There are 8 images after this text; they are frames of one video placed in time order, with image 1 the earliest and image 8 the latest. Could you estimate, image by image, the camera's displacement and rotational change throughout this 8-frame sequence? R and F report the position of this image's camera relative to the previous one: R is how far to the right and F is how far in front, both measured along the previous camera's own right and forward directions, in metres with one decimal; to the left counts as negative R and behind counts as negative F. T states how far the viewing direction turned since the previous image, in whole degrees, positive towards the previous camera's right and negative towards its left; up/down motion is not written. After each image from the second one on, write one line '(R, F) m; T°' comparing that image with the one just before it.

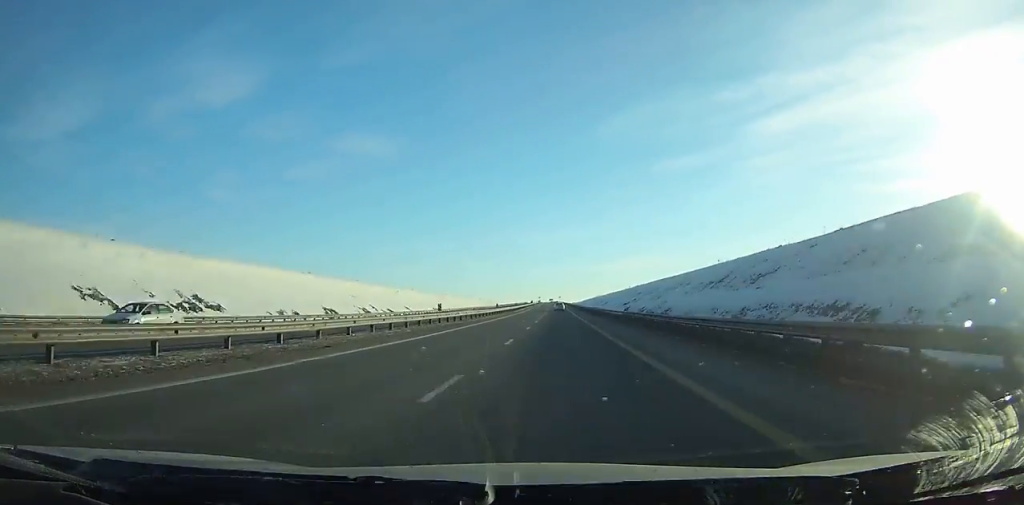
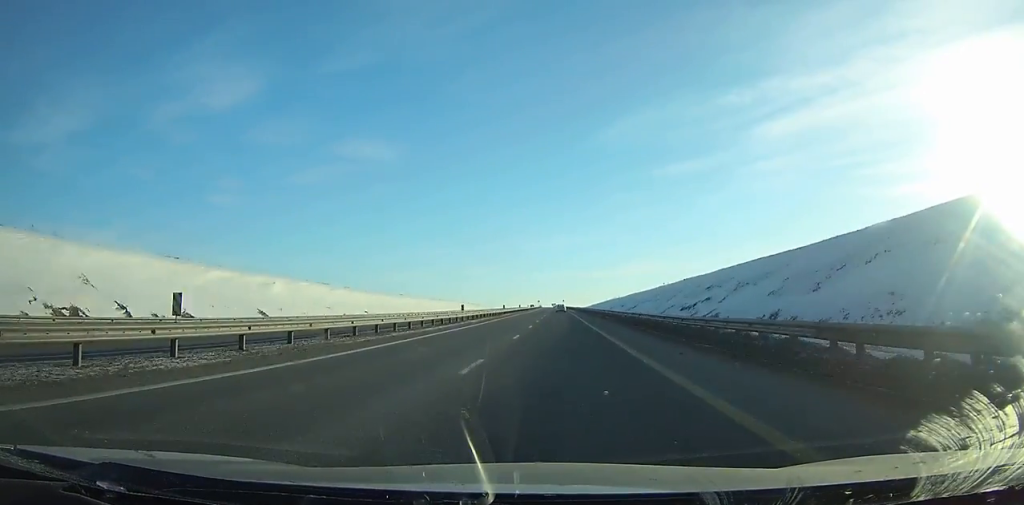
(-0.1, +67.9) m; 0°
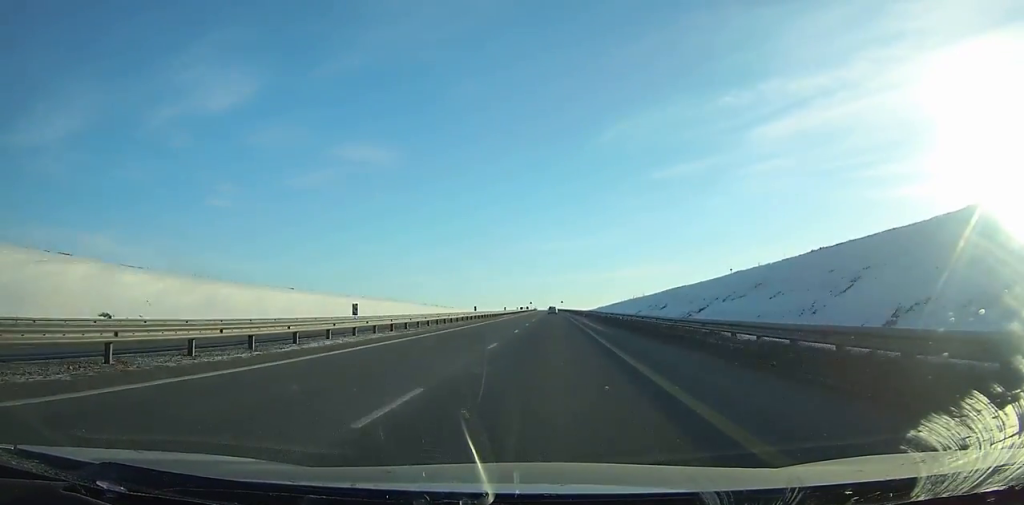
(-0.1, +64.6) m; 0°
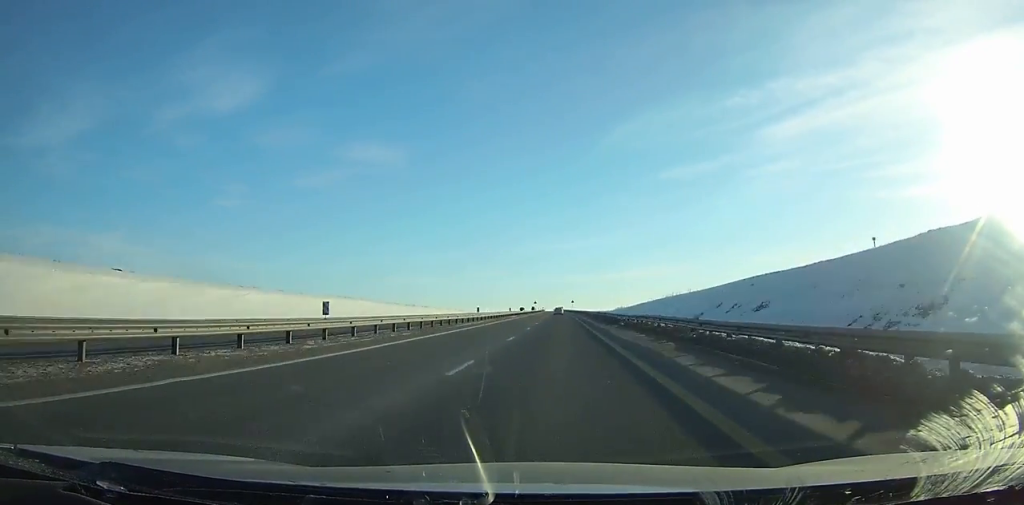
(0.0, +42.9) m; 0°
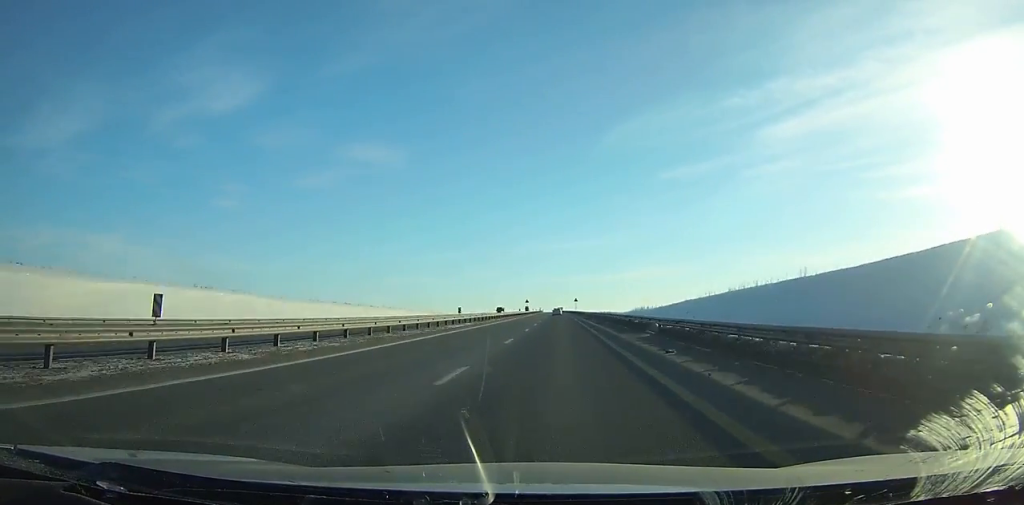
(-0.1, +48.8) m; 0°
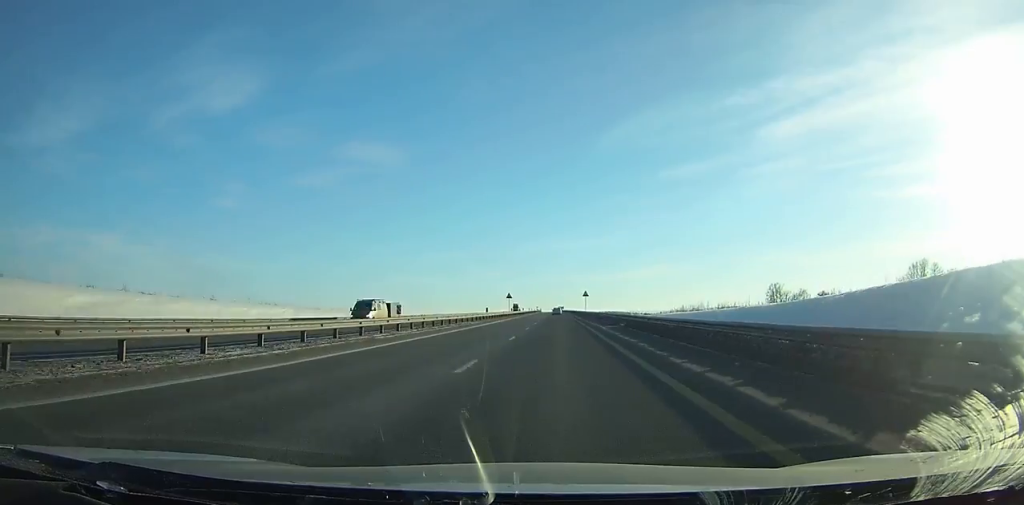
(0.0, +57.8) m; 0°
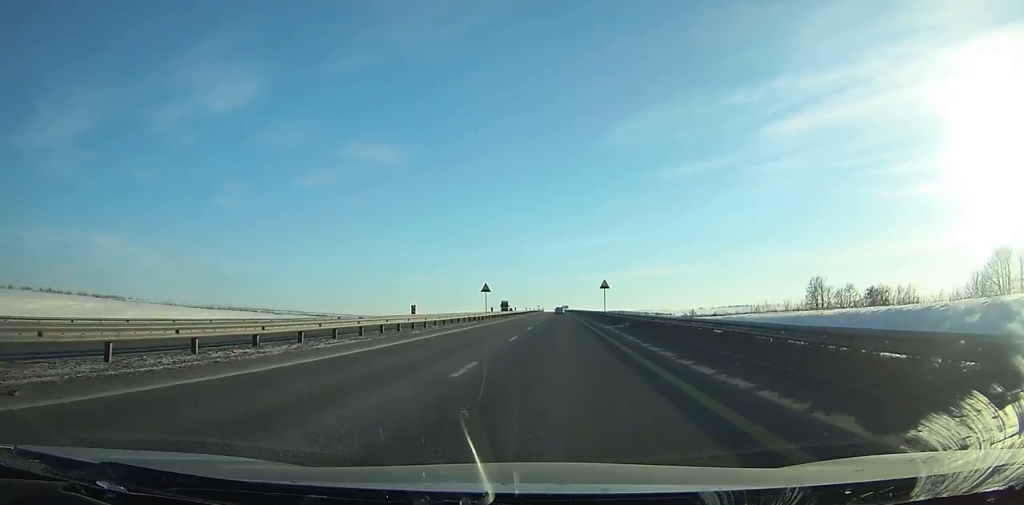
(-0.2, +36.1) m; 0°
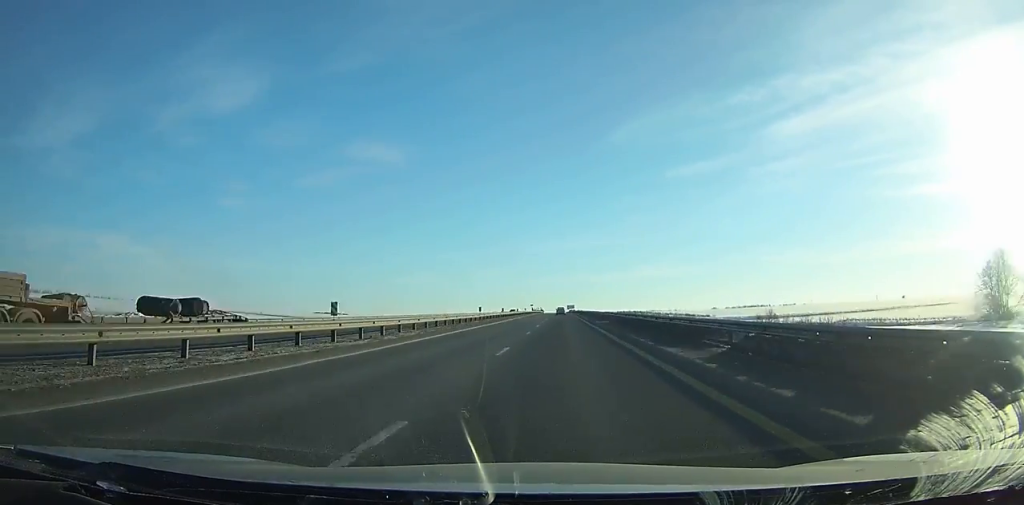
(-0.3, +90.1) m; 0°
